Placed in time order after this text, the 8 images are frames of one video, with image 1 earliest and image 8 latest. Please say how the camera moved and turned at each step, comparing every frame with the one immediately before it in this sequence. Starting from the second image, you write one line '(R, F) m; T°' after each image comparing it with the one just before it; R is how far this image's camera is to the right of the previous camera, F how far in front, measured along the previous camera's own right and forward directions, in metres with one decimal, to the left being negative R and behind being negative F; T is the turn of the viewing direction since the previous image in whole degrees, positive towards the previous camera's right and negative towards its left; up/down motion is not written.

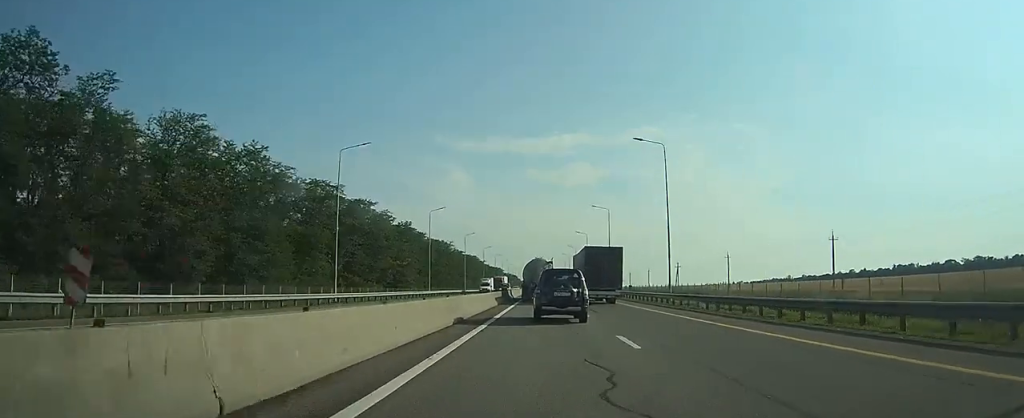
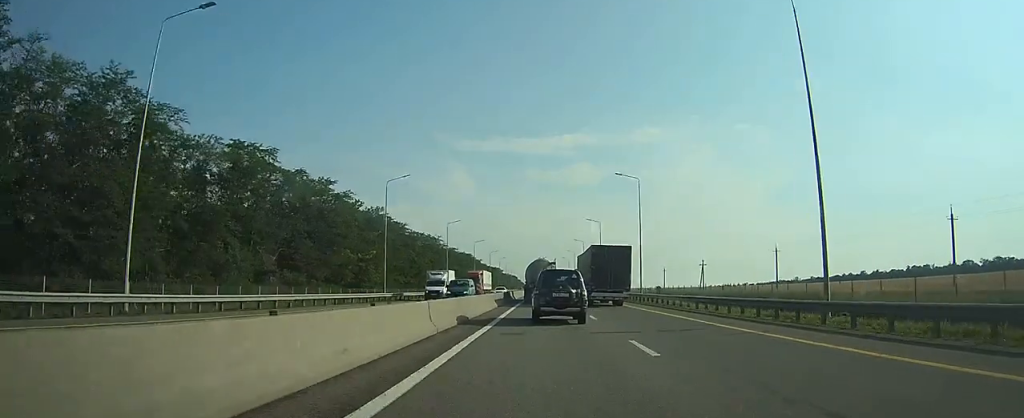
(-0.1, +24.9) m; 0°
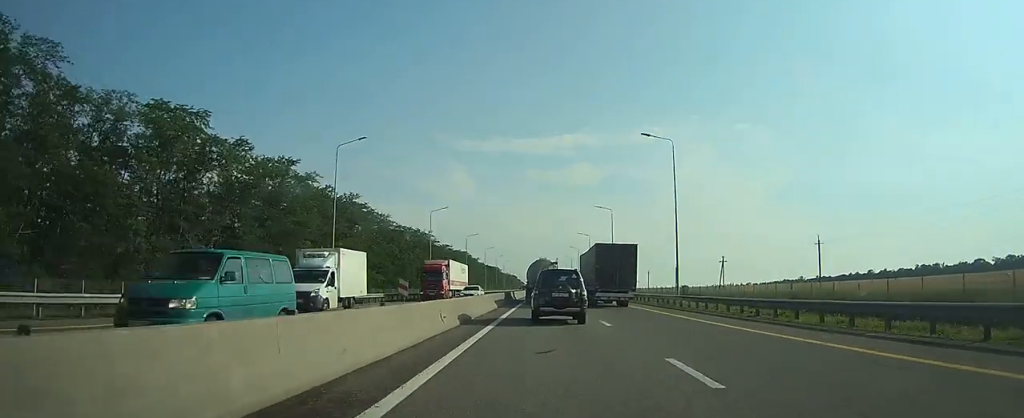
(0.0, +15.5) m; 0°
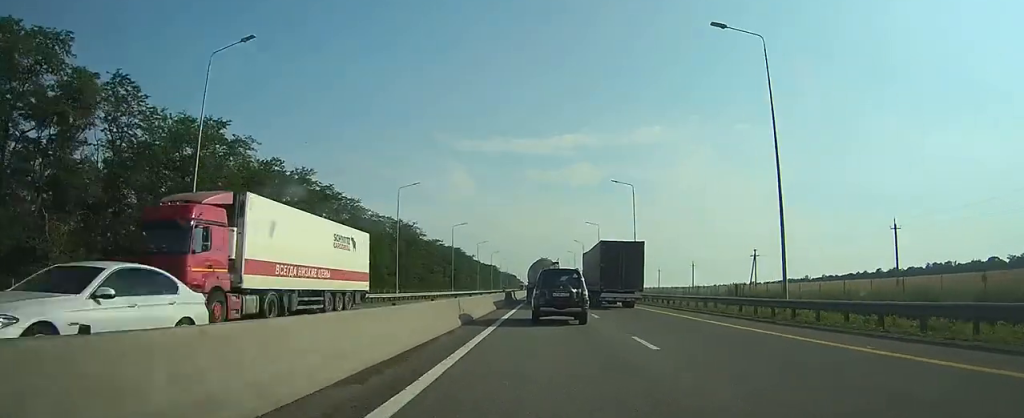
(0.0, +19.3) m; 0°
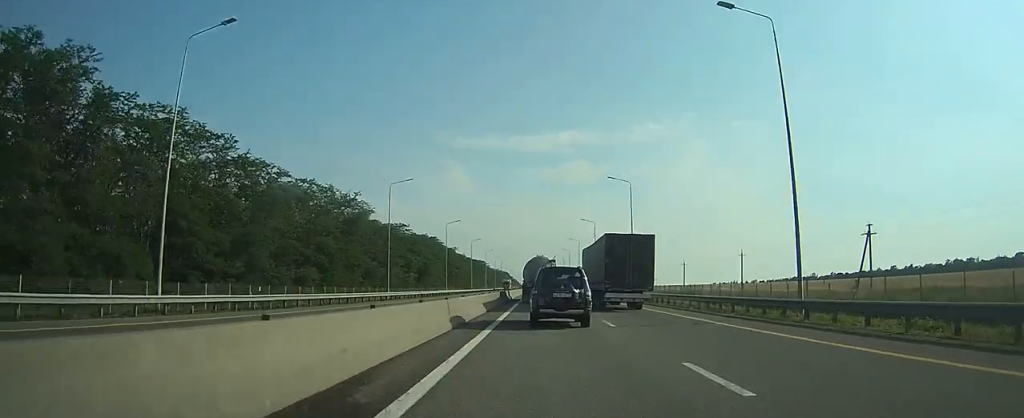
(-0.1, +40.8) m; +1°
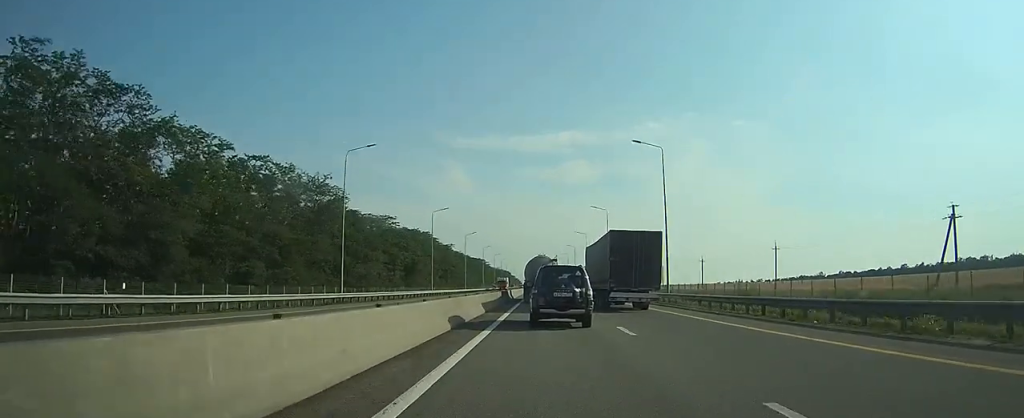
(+0.1, +15.5) m; 0°
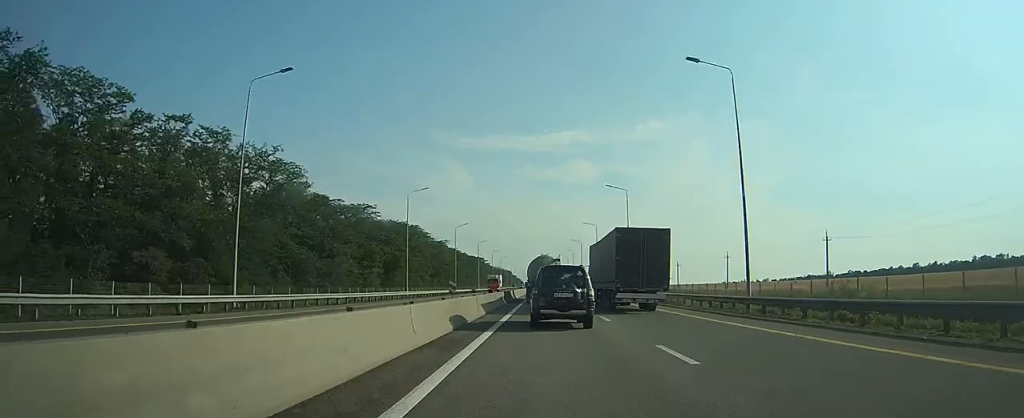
(0.0, +17.7) m; 0°
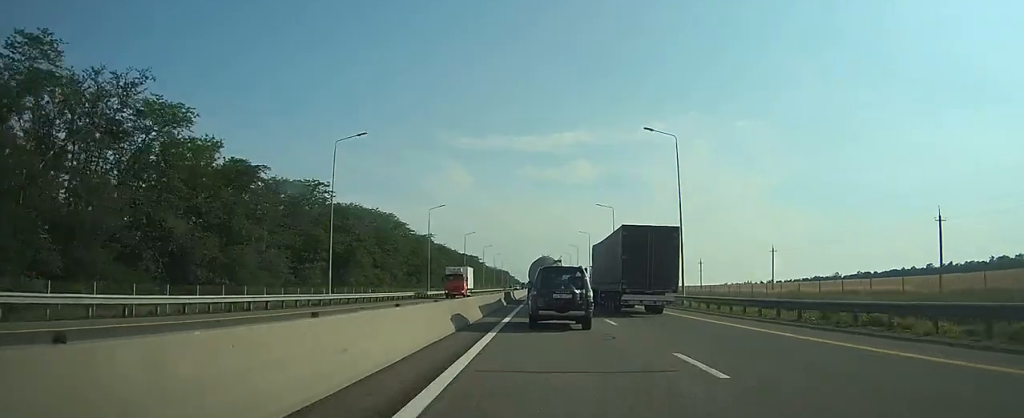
(0.0, +25.6) m; 0°
